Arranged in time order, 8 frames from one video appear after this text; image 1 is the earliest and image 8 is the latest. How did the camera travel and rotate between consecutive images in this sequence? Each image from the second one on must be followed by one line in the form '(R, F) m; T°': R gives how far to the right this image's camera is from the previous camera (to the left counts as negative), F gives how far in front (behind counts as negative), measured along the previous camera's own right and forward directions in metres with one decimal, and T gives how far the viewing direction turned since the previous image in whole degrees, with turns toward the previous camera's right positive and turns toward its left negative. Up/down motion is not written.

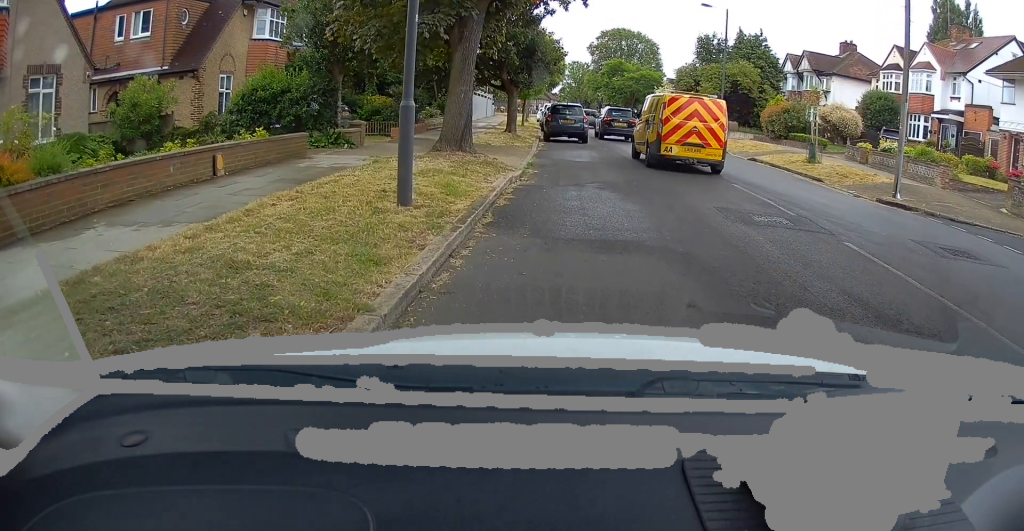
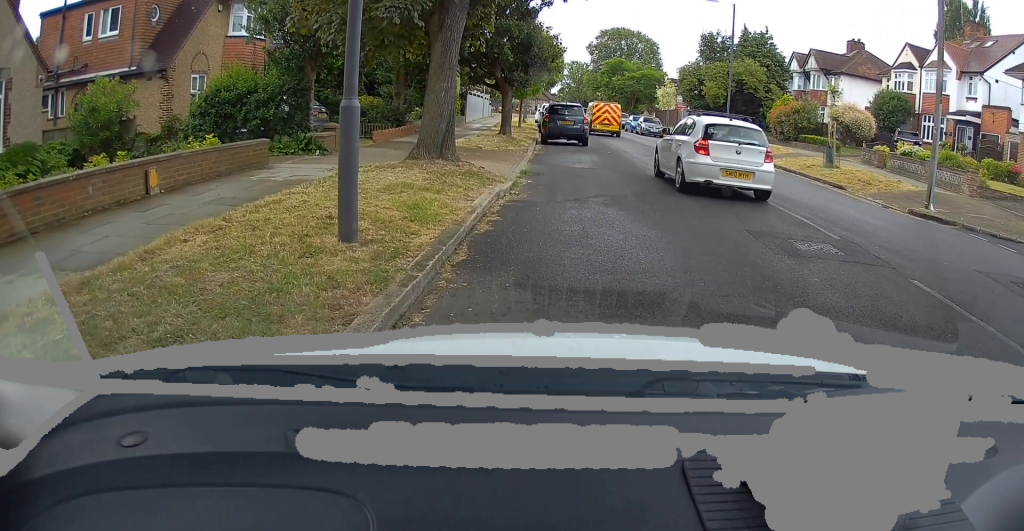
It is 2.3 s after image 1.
(-0.1, +1.4) m; 0°
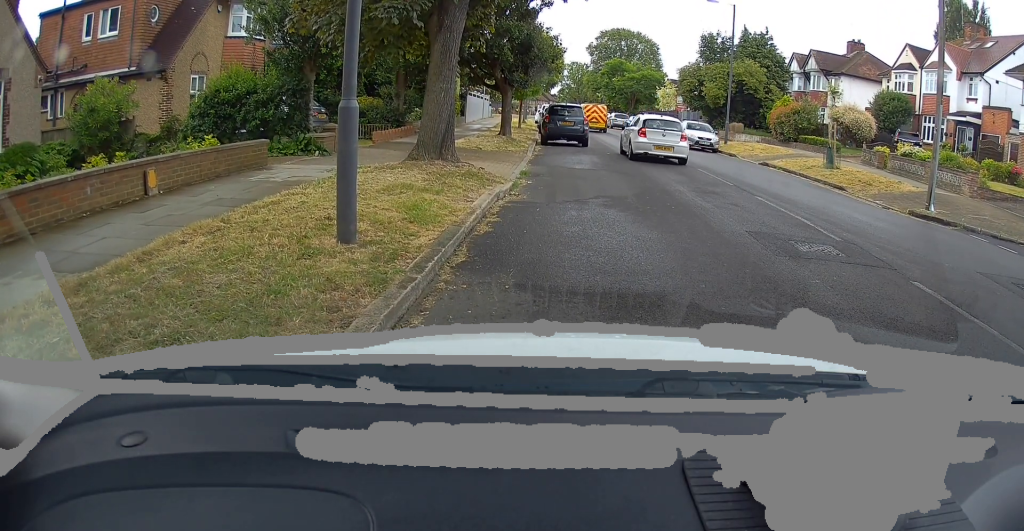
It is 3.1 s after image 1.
(0.0, 0.0) m; 0°
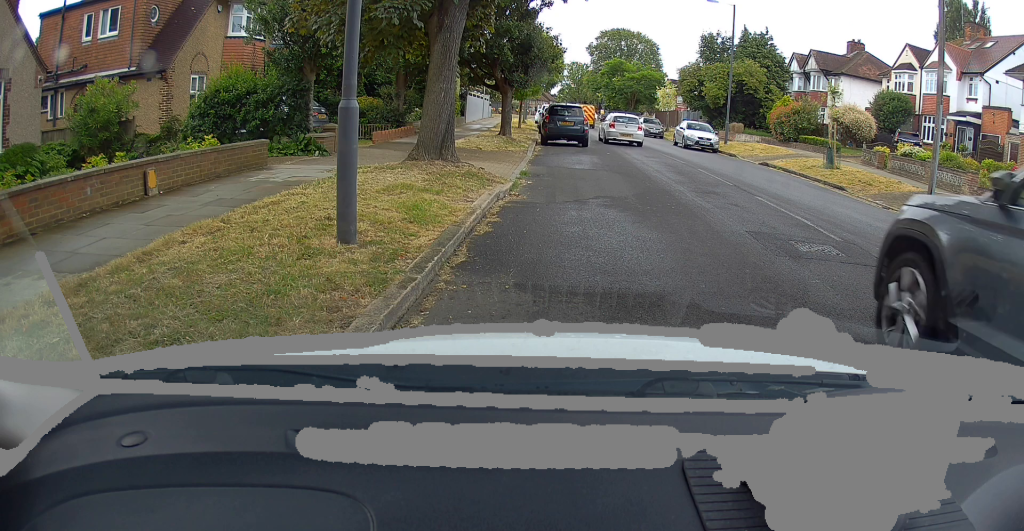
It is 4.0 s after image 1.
(0.0, 0.0) m; 0°
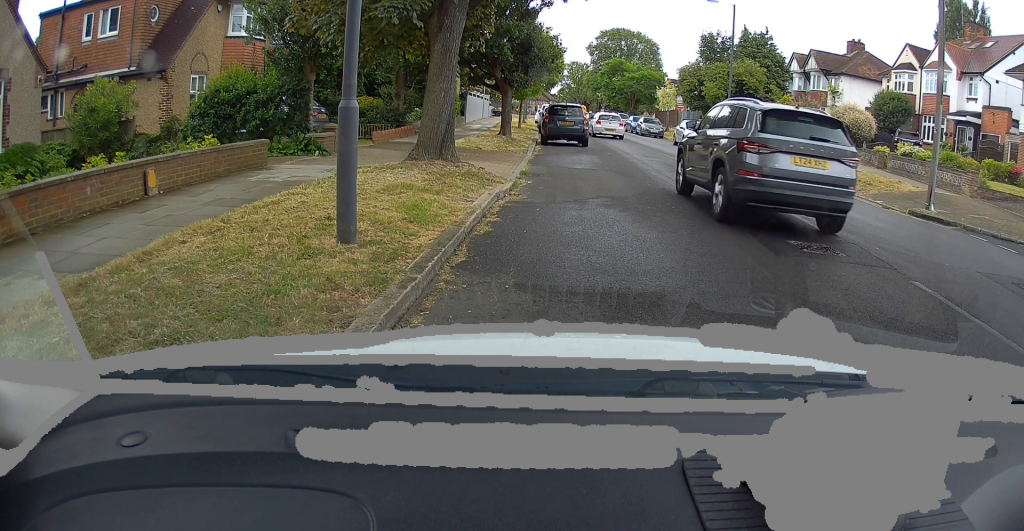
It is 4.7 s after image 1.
(0.0, 0.0) m; 0°
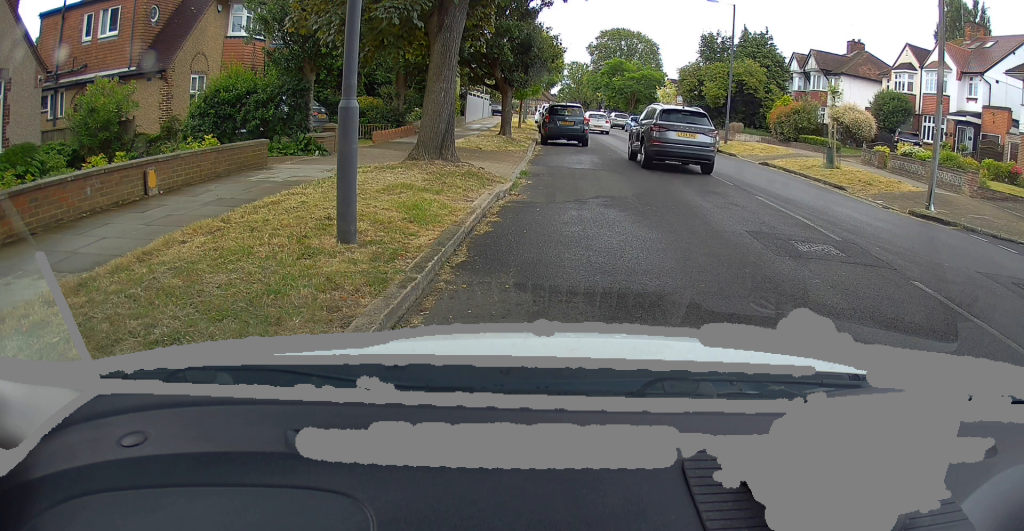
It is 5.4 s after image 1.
(0.0, 0.0) m; 0°
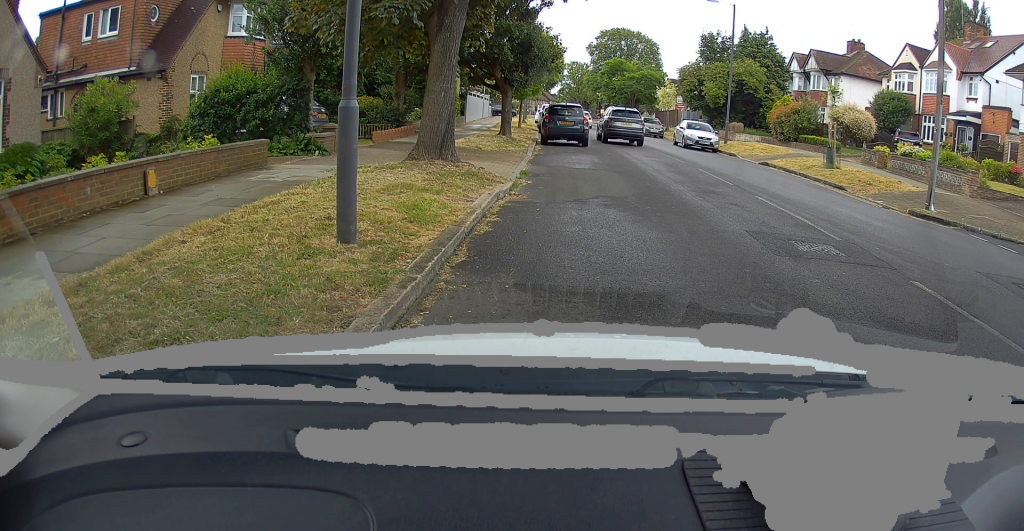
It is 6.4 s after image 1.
(0.0, 0.0) m; 0°
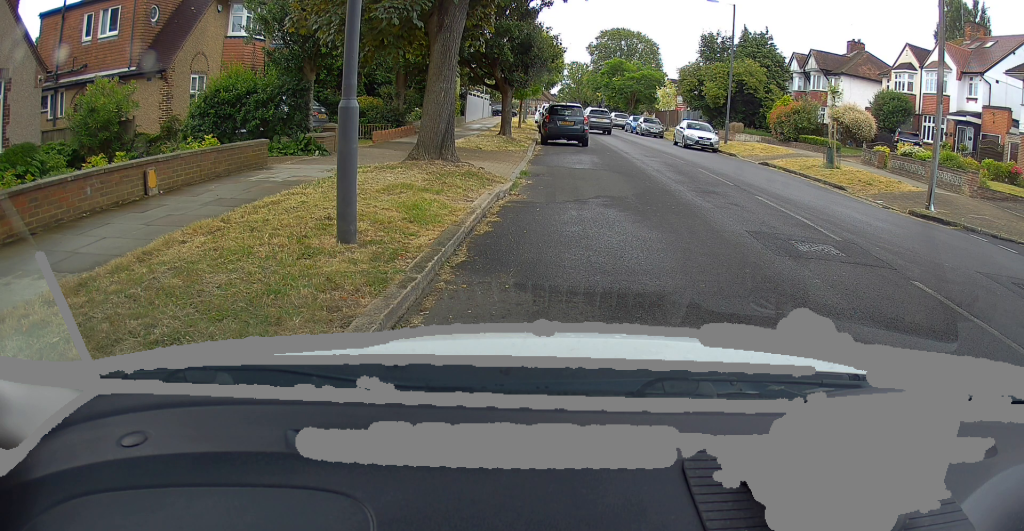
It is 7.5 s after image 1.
(0.0, 0.0) m; 0°
